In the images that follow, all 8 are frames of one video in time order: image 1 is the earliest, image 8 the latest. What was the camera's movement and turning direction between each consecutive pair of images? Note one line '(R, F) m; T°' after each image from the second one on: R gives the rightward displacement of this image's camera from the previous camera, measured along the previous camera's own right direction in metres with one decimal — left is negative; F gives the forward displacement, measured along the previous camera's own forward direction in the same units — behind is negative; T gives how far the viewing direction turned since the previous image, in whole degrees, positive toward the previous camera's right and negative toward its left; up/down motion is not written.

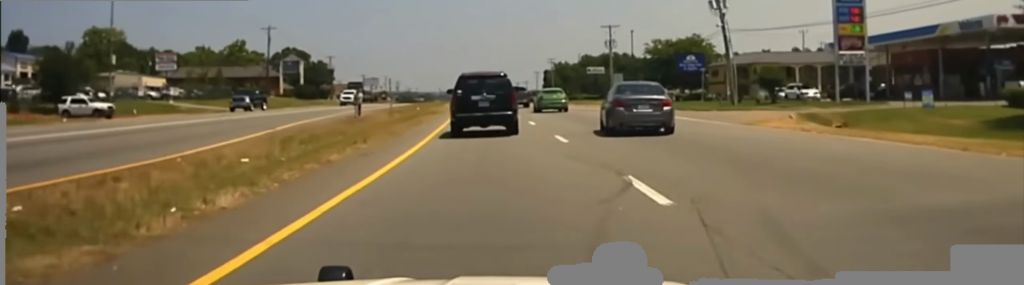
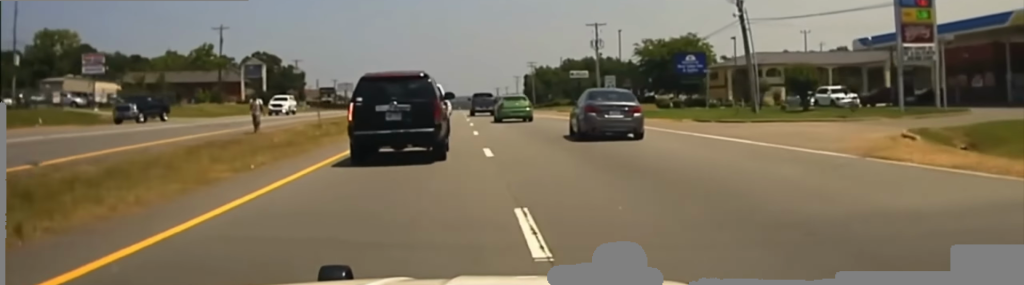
(+0.4, +14.5) m; 0°
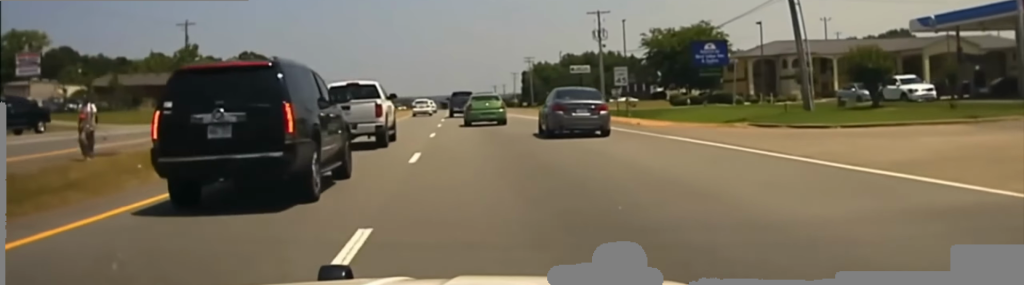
(+0.2, +13.4) m; 0°
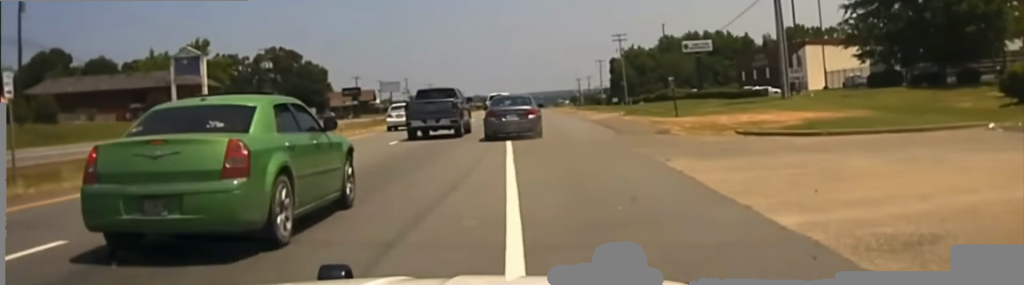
(-3.1, +64.3) m; -6°
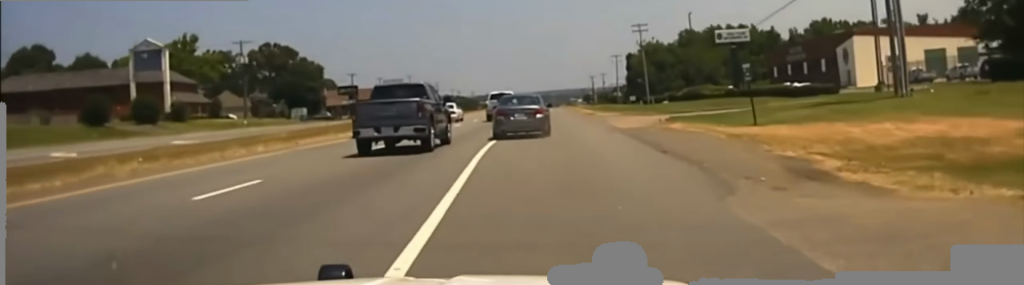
(-0.2, +15.7) m; -1°
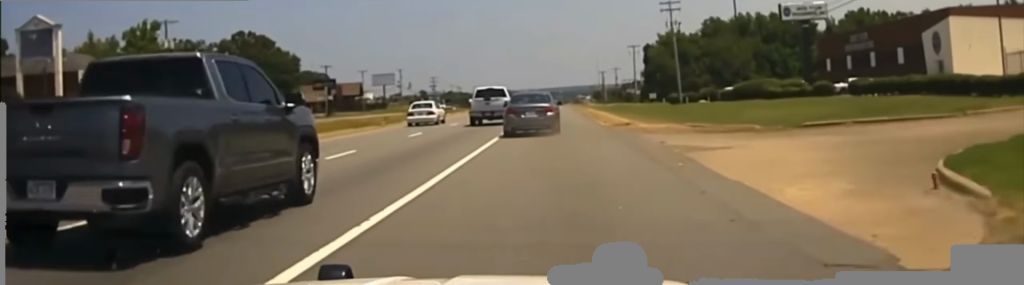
(-0.3, +28.4) m; -1°
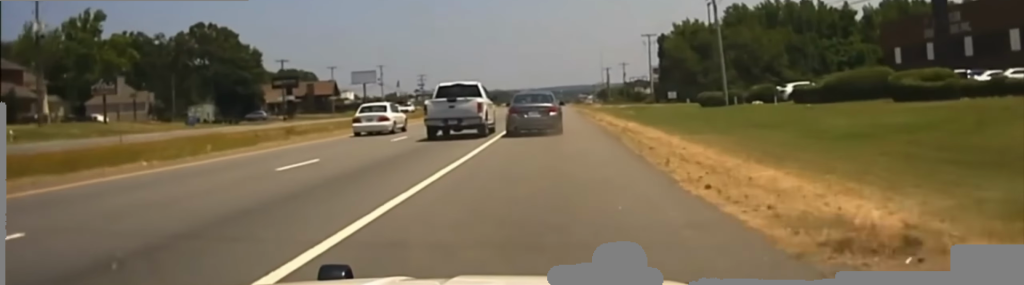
(-0.2, +30.0) m; 0°
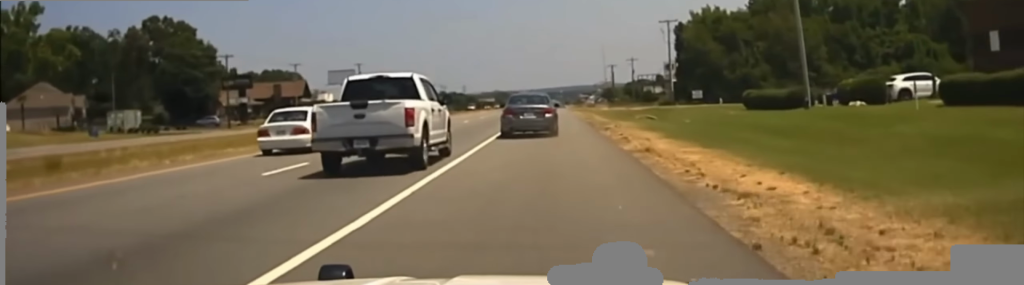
(+0.2, +24.4) m; 0°
